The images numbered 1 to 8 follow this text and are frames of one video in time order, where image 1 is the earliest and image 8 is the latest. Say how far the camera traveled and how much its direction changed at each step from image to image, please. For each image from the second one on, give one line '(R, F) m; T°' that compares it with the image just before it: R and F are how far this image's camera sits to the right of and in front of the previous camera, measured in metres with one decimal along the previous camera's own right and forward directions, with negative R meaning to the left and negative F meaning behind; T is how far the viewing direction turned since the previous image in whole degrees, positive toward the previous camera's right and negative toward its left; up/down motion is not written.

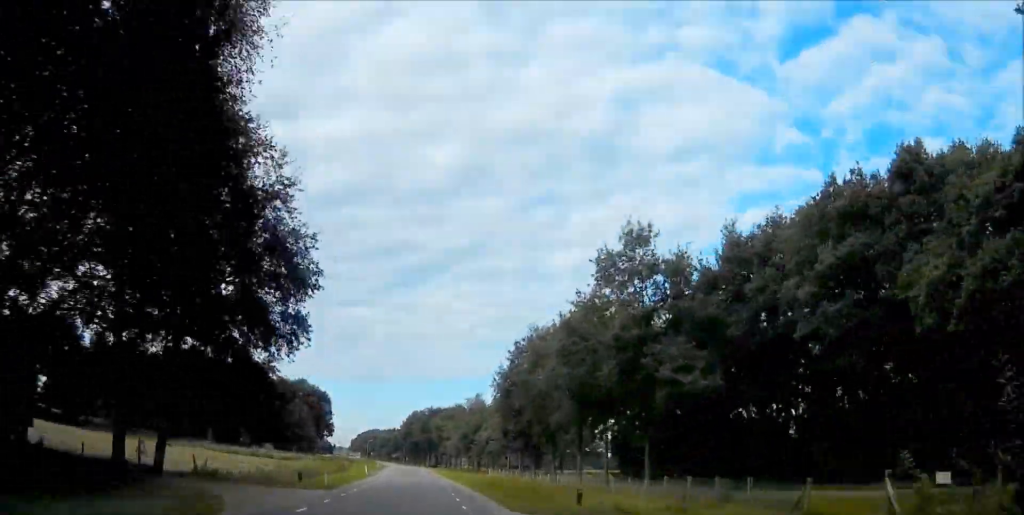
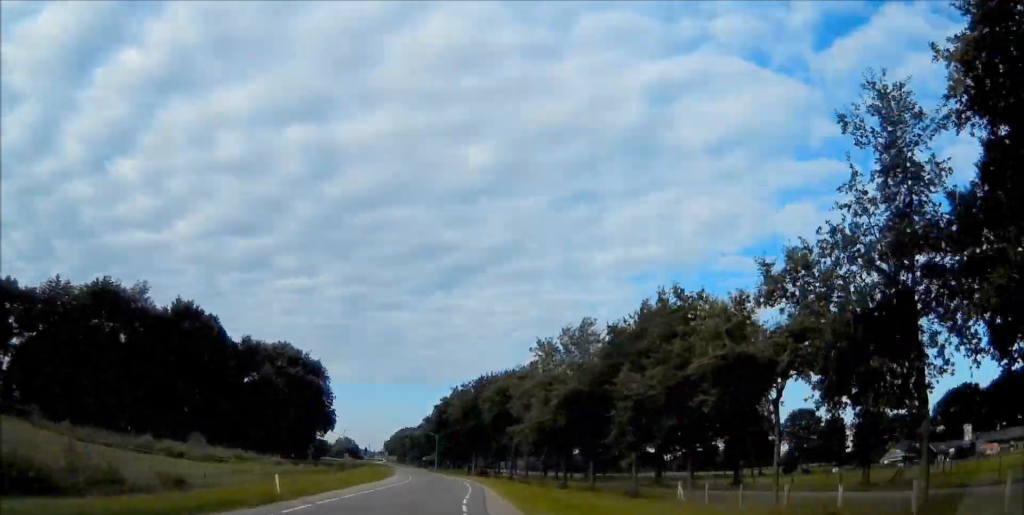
(-1.7, +62.1) m; -2°
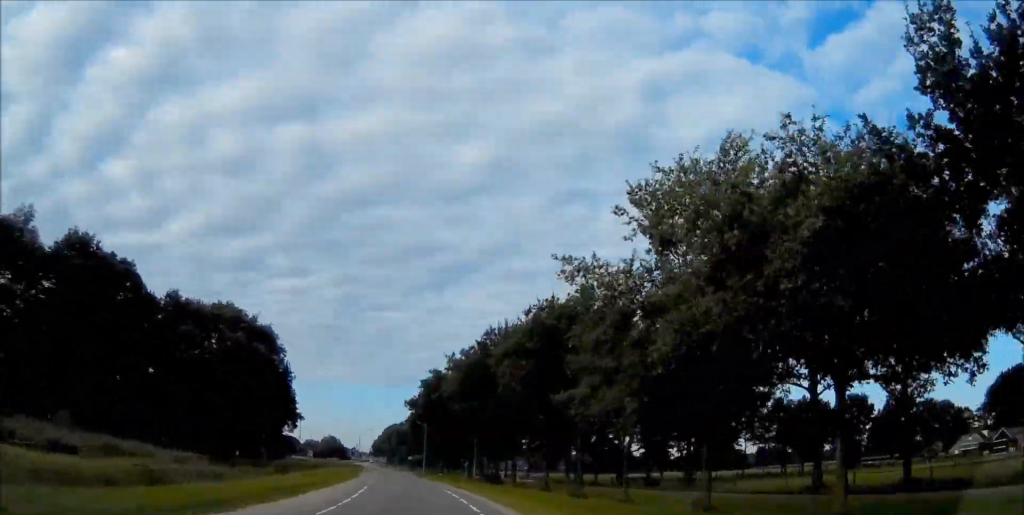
(-0.1, +30.4) m; -1°
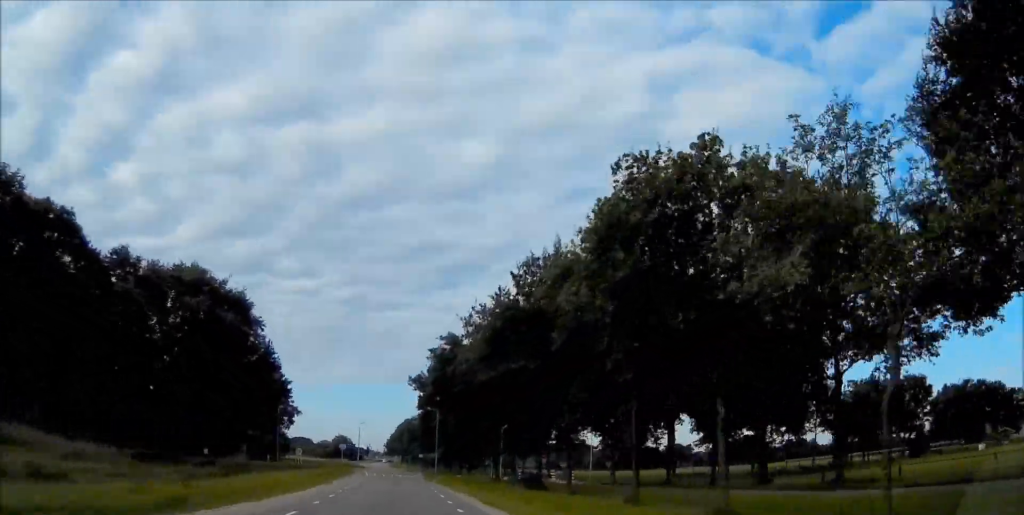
(-0.2, +18.2) m; -1°
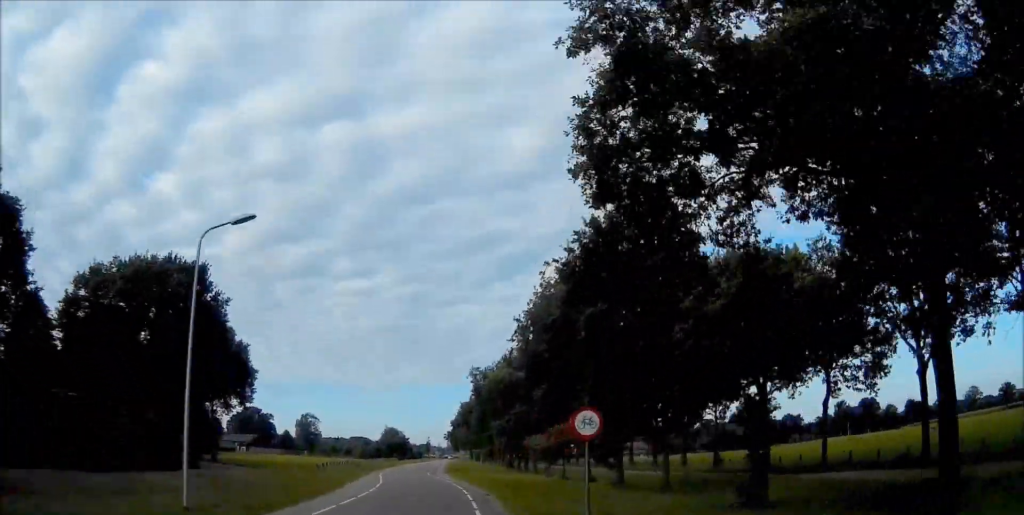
(-2.6, +72.9) m; -3°
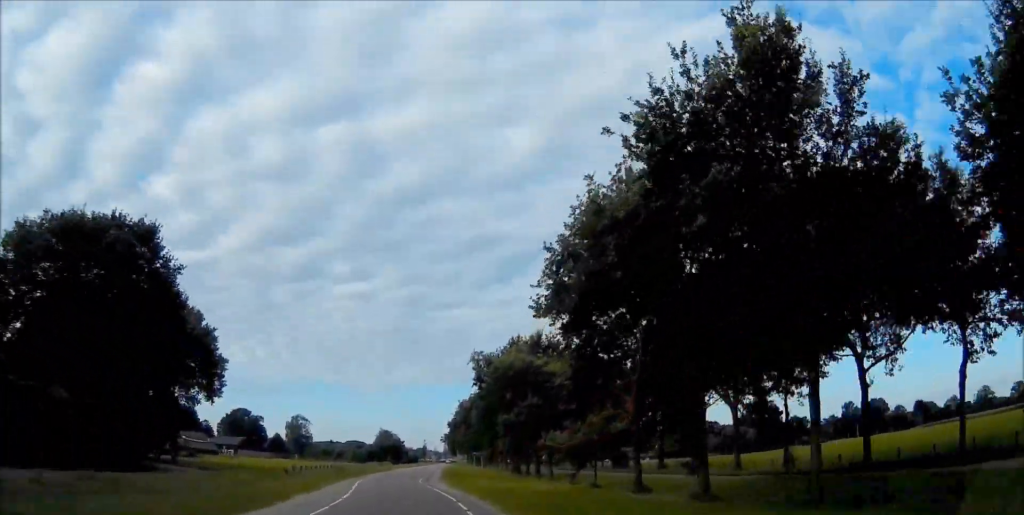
(0.0, +13.2) m; 0°
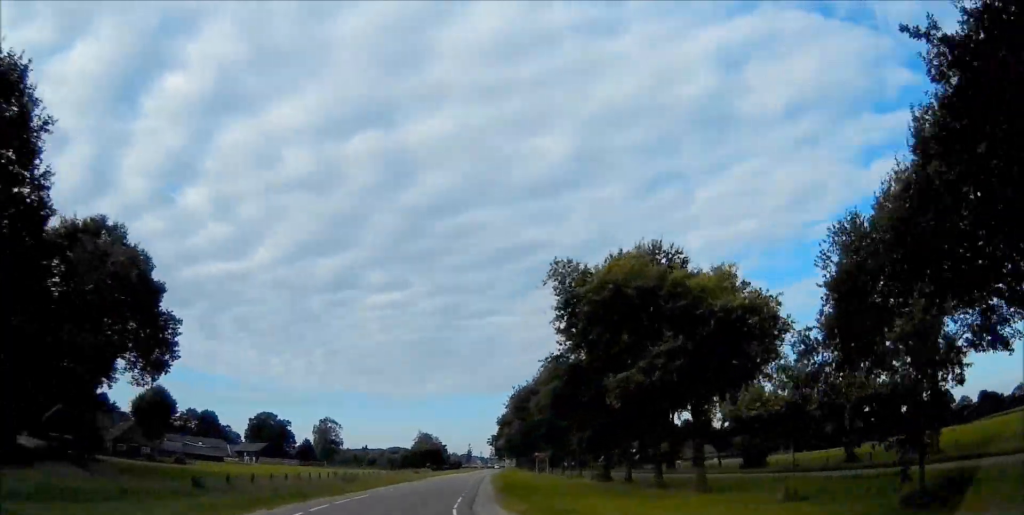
(-0.2, +27.1) m; 0°
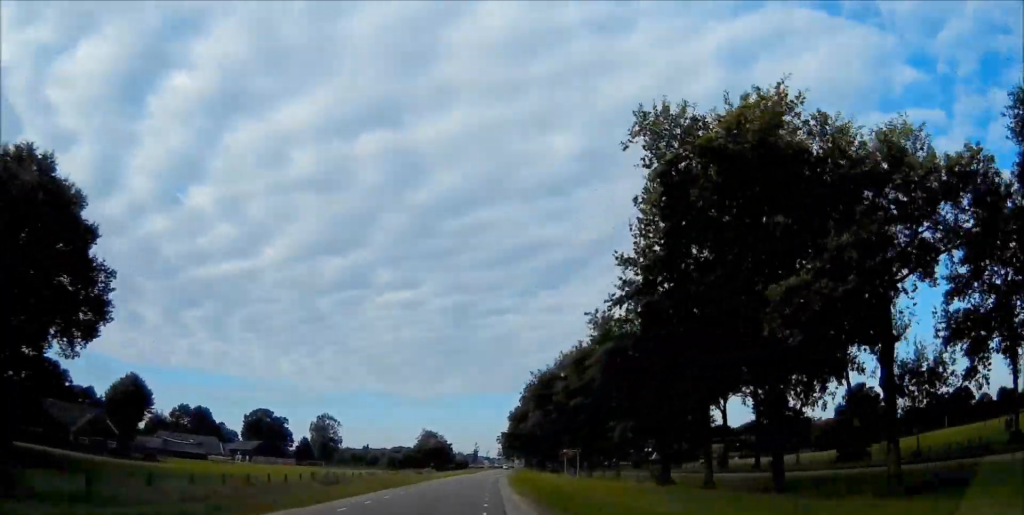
(-0.2, +12.8) m; 0°
